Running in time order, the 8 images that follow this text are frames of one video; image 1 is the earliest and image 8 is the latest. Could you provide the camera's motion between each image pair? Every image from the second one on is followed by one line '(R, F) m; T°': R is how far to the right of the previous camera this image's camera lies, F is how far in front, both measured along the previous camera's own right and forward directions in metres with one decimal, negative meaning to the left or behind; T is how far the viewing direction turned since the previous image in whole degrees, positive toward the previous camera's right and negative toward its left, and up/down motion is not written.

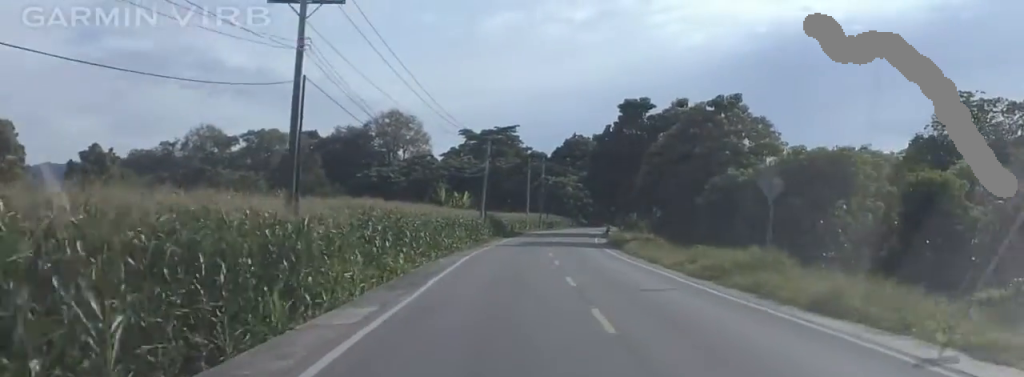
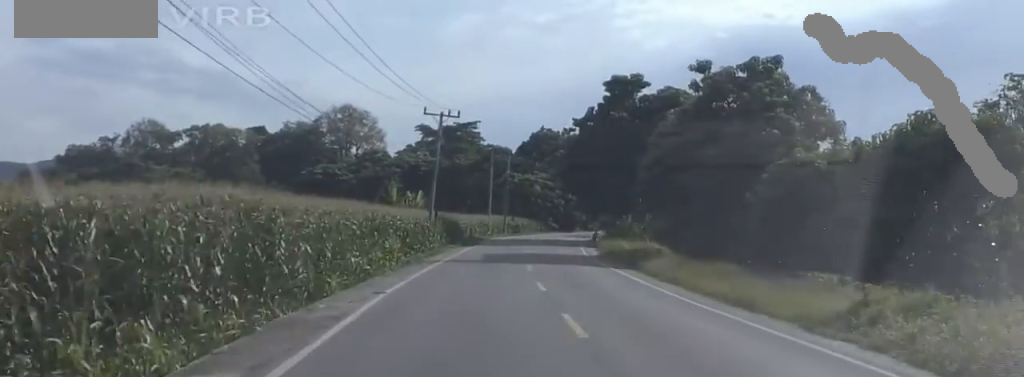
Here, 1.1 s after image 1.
(-0.1, +16.0) m; -2°
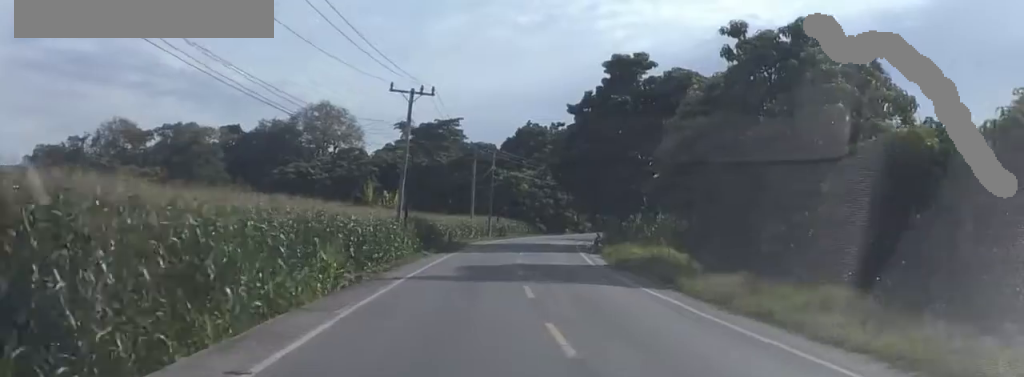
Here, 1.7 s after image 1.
(-0.3, +9.1) m; 0°
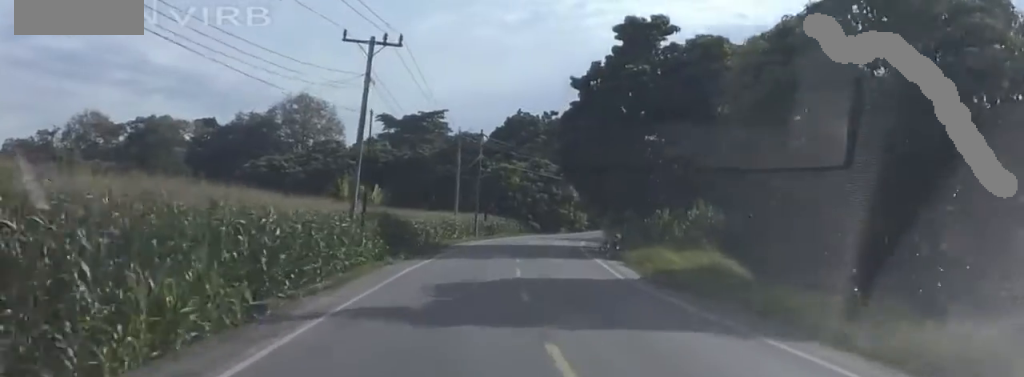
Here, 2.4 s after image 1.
(0.0, +10.3) m; +2°
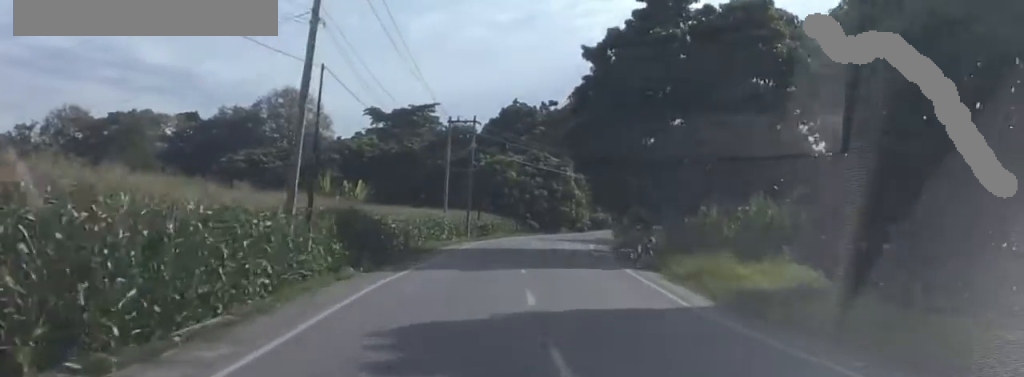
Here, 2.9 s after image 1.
(+0.1, +8.4) m; +3°
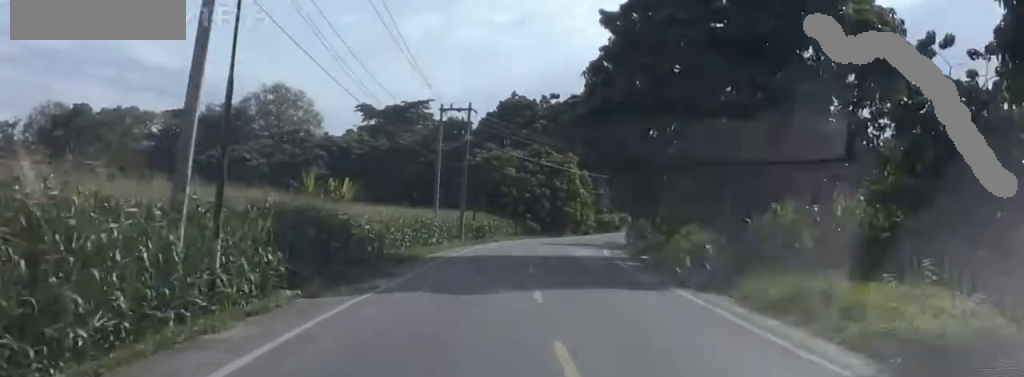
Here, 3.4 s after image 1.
(+0.2, +7.2) m; +3°
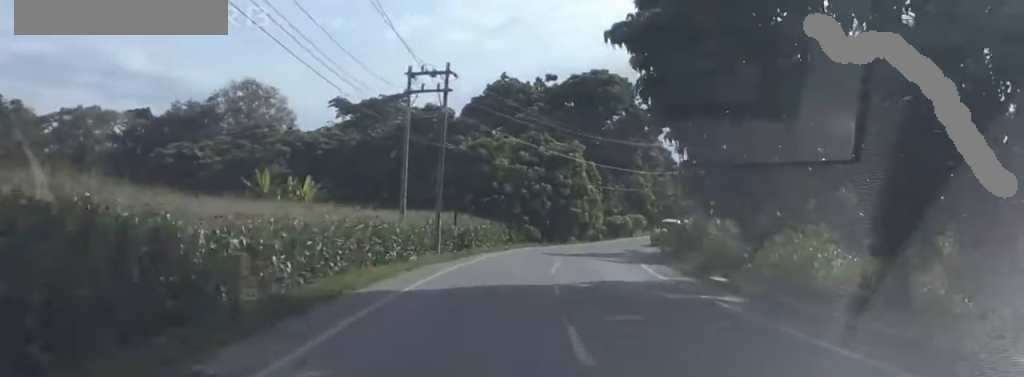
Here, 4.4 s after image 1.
(+0.7, +14.3) m; +4°
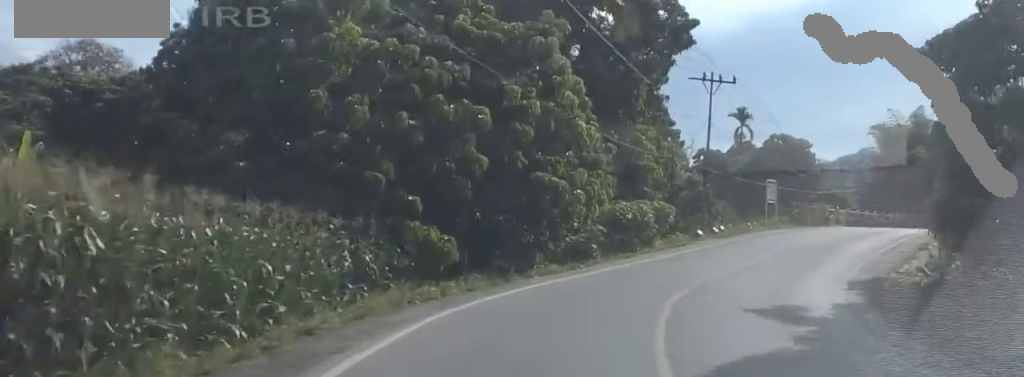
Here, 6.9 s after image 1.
(+0.8, +37.6) m; +11°
